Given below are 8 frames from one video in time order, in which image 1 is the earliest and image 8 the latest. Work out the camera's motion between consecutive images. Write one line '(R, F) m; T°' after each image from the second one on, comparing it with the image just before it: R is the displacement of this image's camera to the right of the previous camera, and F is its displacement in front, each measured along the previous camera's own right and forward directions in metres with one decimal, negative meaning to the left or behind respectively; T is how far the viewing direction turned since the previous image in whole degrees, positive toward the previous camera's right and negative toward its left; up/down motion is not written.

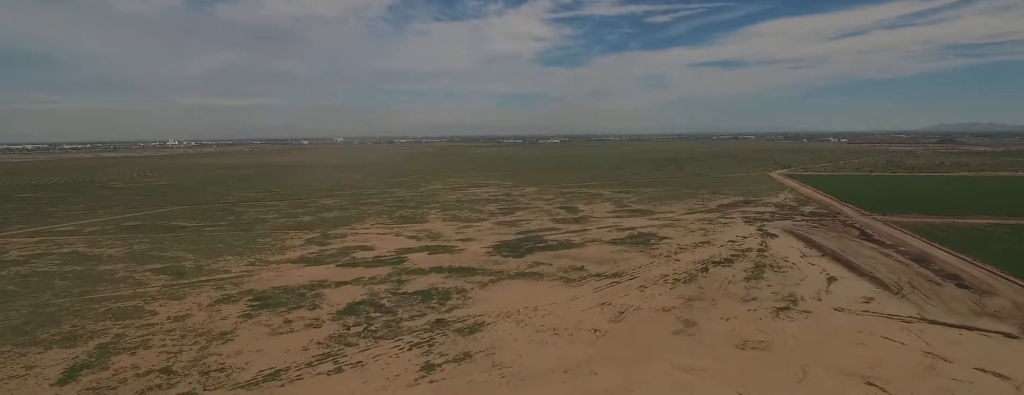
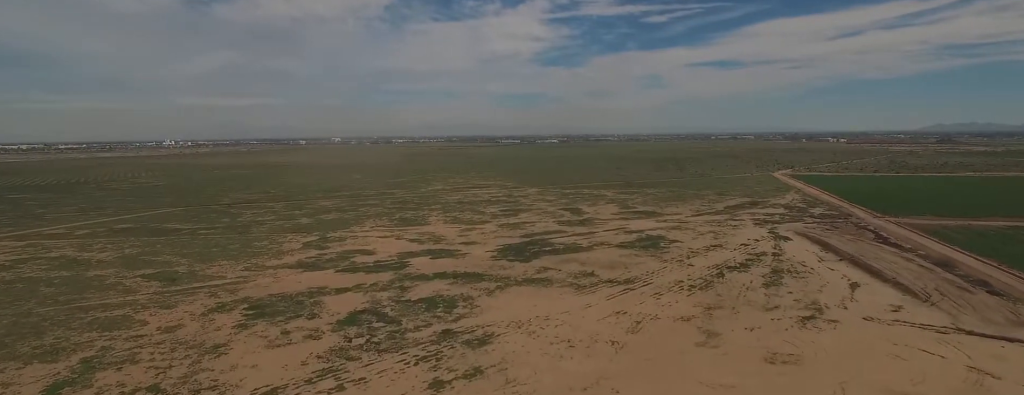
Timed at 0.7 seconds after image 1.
(0.0, +10.5) m; 0°
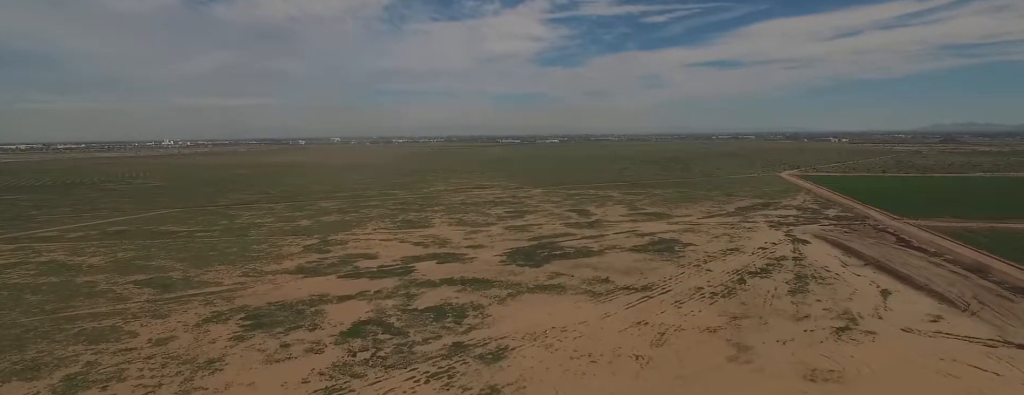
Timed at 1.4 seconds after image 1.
(0.0, +11.5) m; 0°
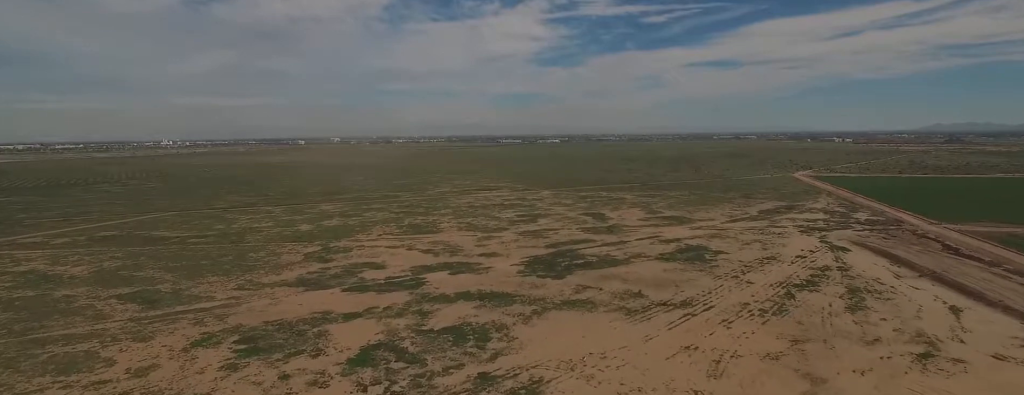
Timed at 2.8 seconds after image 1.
(0.0, +22.1) m; 0°
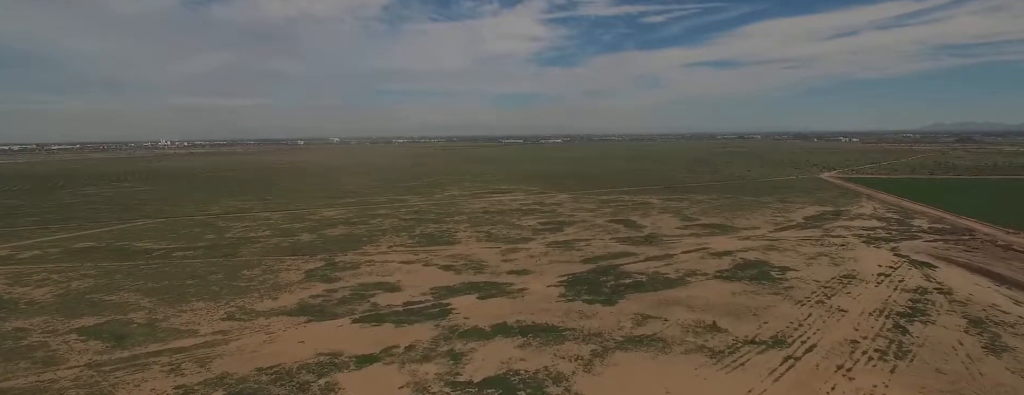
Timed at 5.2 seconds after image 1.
(+0.2, +38.0) m; +1°
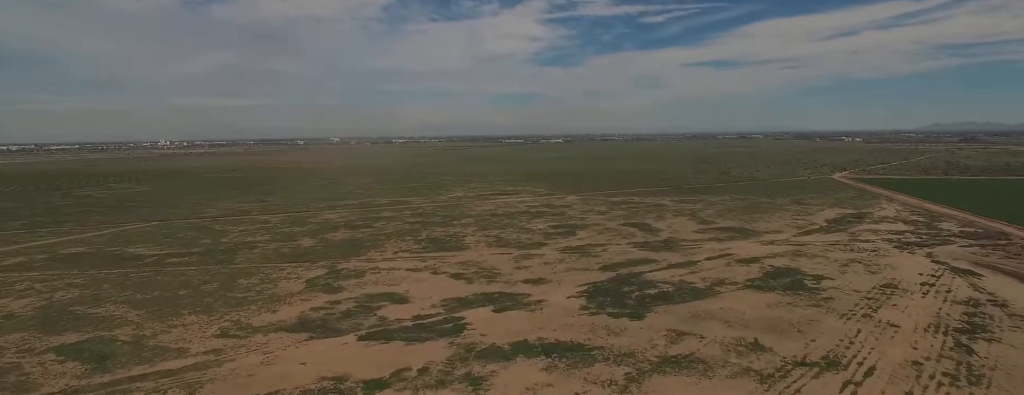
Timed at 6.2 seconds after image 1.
(0.0, +16.0) m; -1°
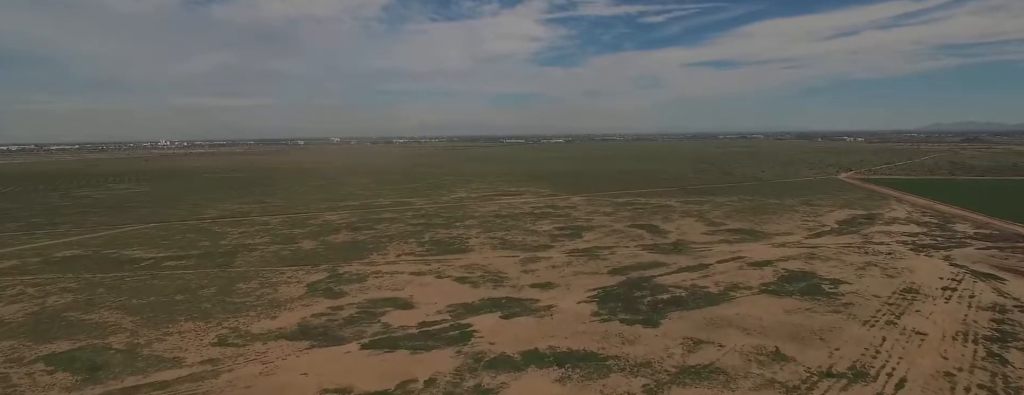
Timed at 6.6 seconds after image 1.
(0.0, +7.0) m; 0°
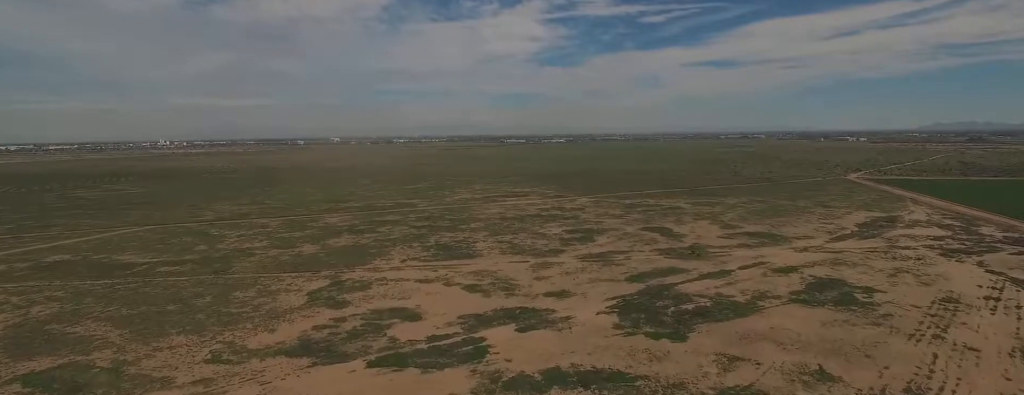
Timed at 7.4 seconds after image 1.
(-0.3, +13.3) m; +1°
